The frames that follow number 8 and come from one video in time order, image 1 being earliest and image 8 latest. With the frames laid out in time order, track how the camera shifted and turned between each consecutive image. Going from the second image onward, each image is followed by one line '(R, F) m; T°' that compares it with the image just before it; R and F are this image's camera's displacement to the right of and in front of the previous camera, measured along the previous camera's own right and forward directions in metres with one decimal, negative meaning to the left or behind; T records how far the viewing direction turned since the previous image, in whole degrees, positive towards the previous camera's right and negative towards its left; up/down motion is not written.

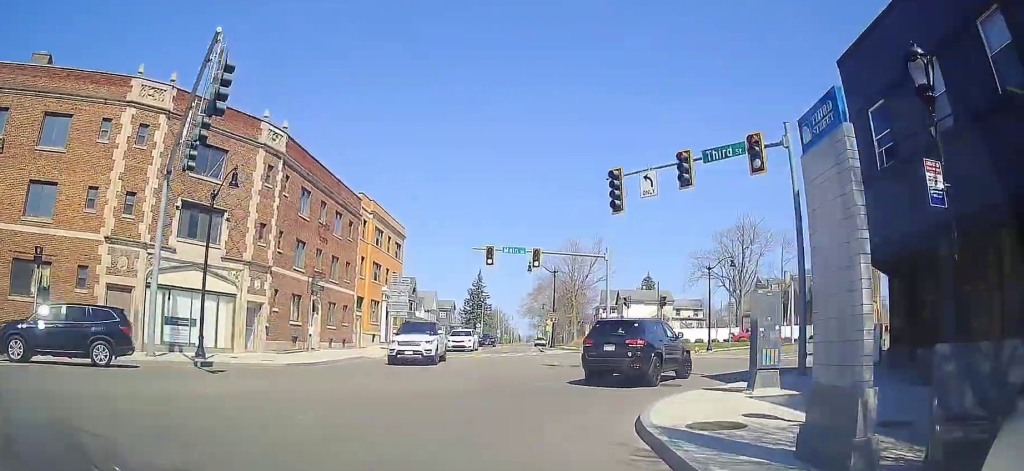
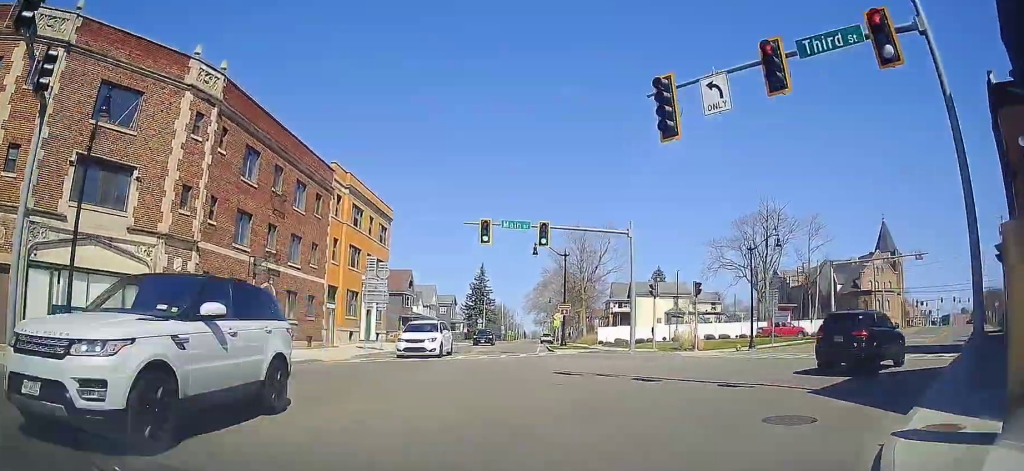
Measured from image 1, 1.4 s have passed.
(+0.2, +7.5) m; 0°
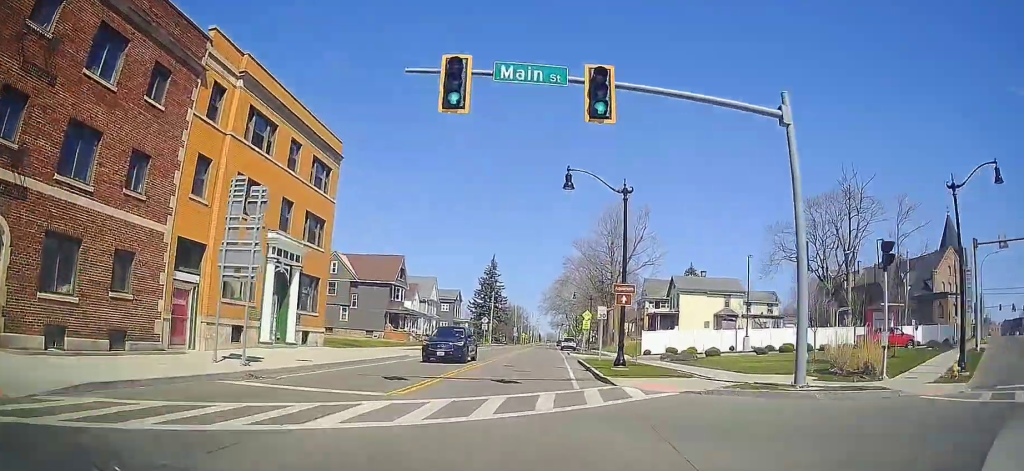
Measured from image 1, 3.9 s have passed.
(-0.5, +17.9) m; -1°
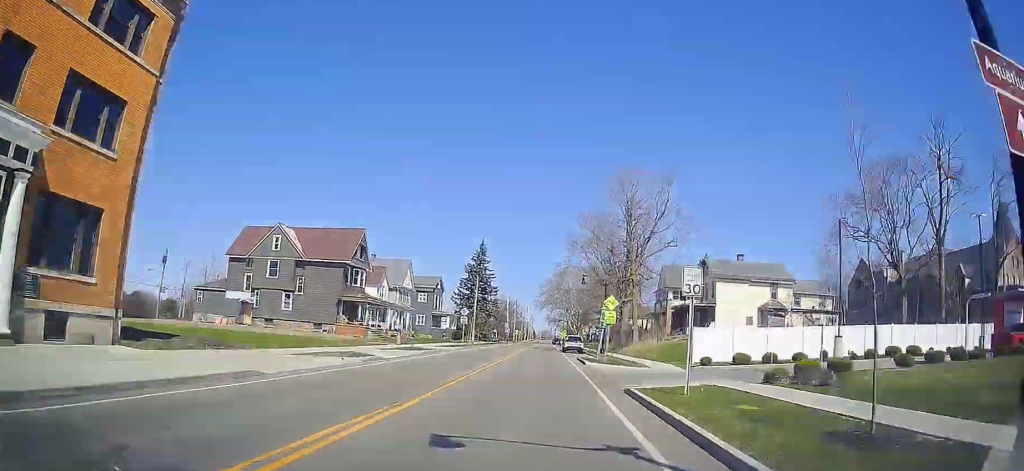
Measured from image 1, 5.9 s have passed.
(+0.1, +16.6) m; +1°
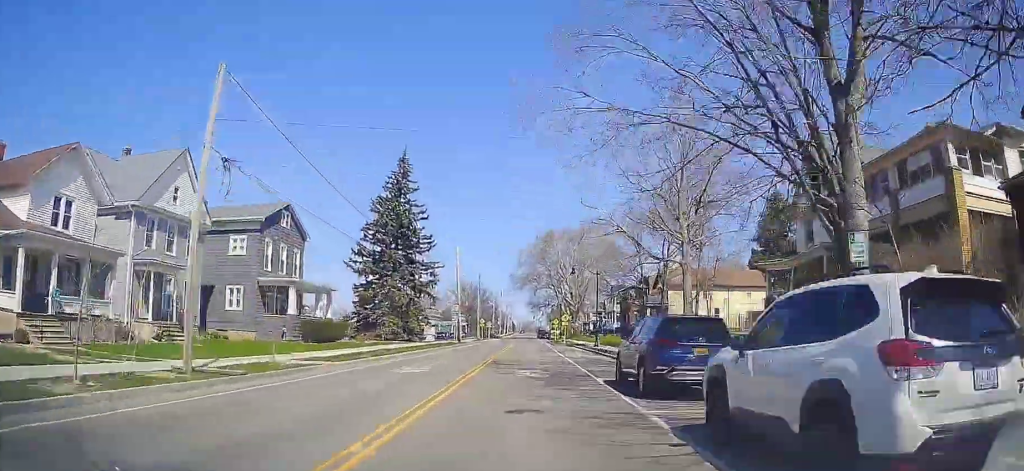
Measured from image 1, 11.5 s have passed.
(+1.0, +52.0) m; +1°
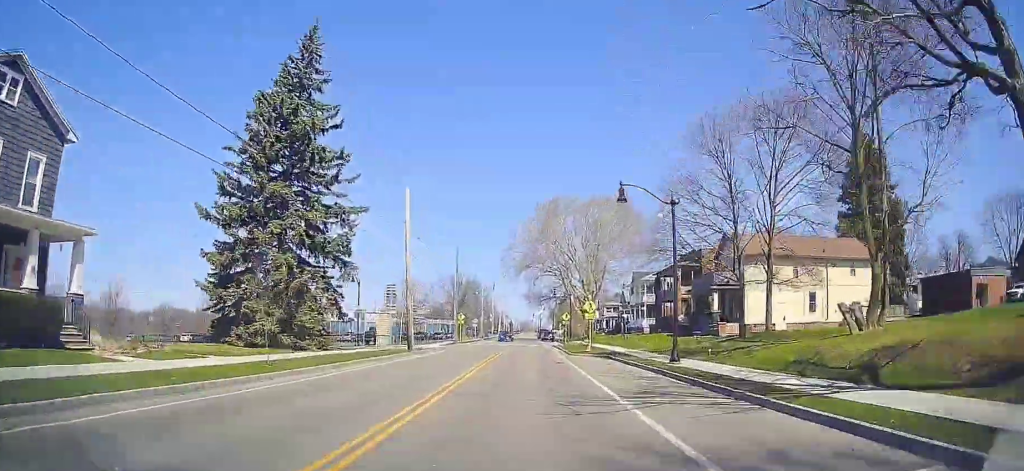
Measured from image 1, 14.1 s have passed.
(-0.1, +25.1) m; -1°
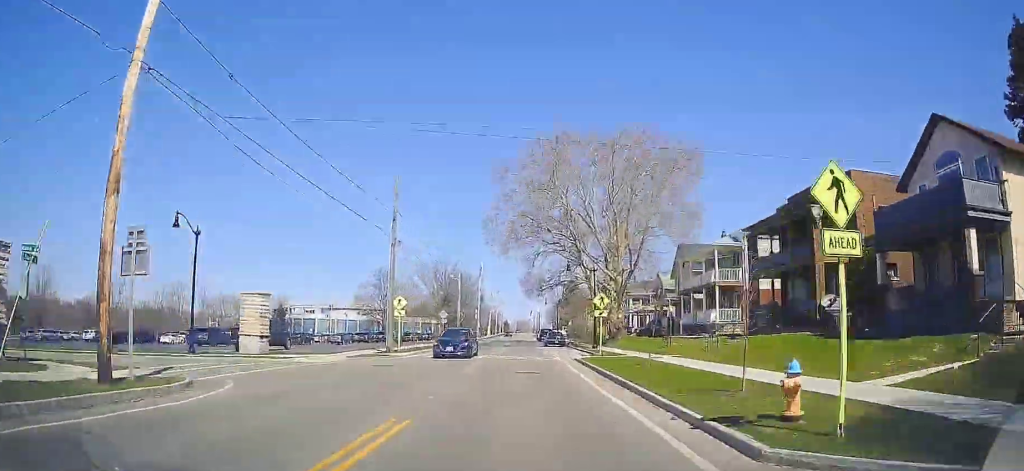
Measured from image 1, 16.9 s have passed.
(-0.2, +26.4) m; 0°
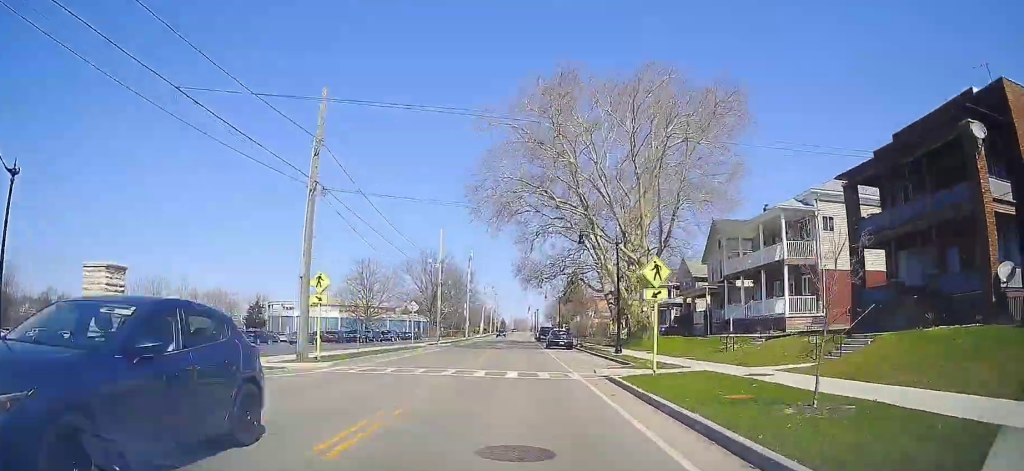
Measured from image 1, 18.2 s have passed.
(0.0, +11.7) m; 0°
